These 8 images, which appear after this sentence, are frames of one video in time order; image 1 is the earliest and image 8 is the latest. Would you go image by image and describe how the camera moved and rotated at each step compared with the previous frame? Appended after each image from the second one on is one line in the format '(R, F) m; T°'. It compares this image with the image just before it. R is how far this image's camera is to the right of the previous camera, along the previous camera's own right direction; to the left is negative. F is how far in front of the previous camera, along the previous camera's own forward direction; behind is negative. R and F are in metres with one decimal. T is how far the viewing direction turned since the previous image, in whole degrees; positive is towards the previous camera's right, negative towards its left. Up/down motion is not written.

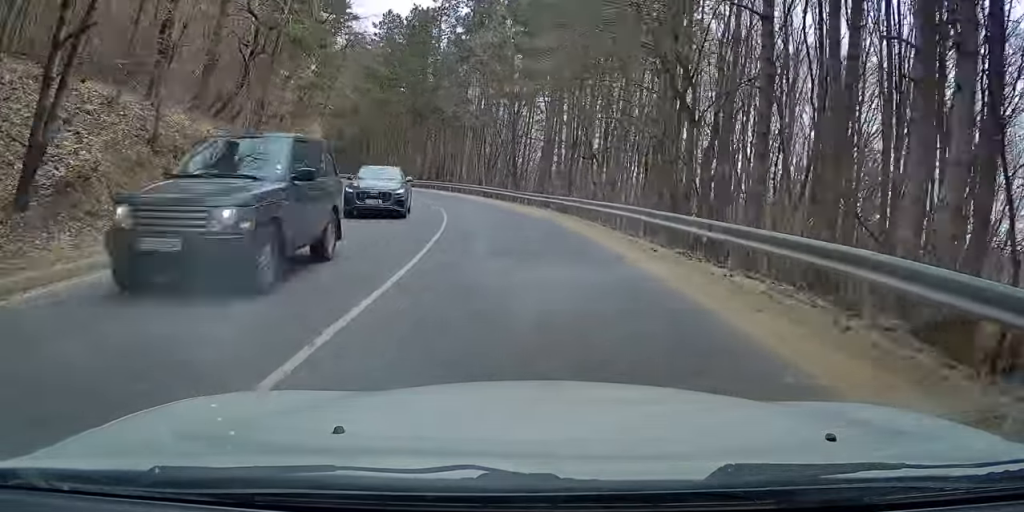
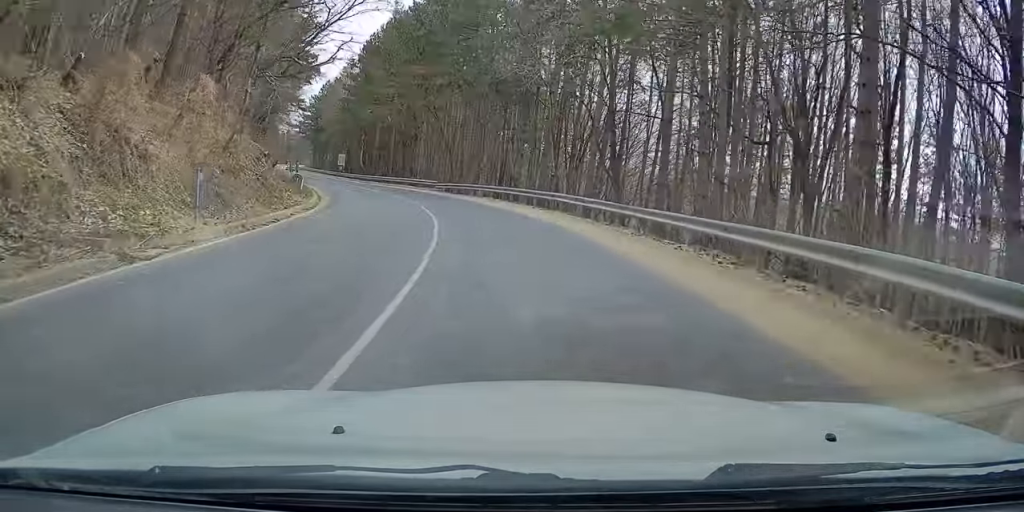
(-1.9, +18.8) m; -10°
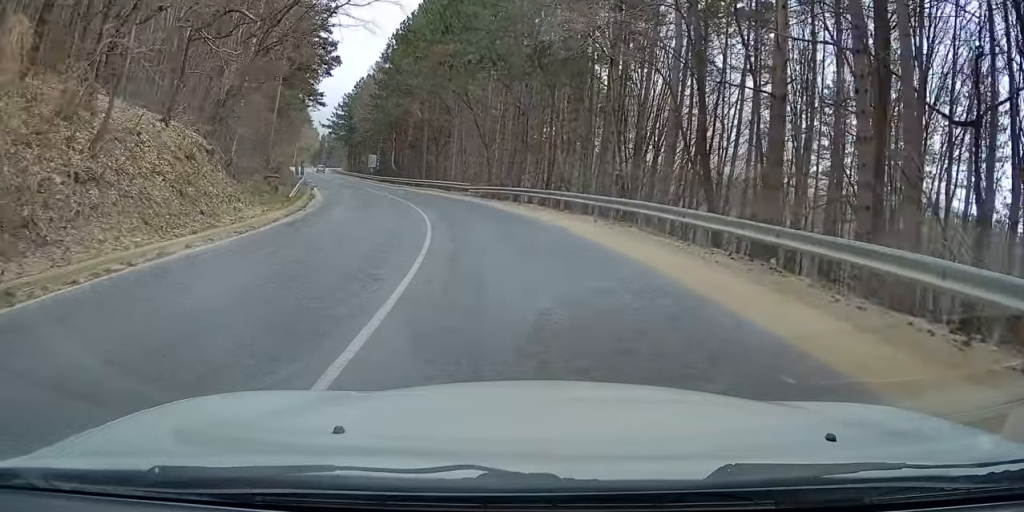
(-0.1, +8.6) m; -4°
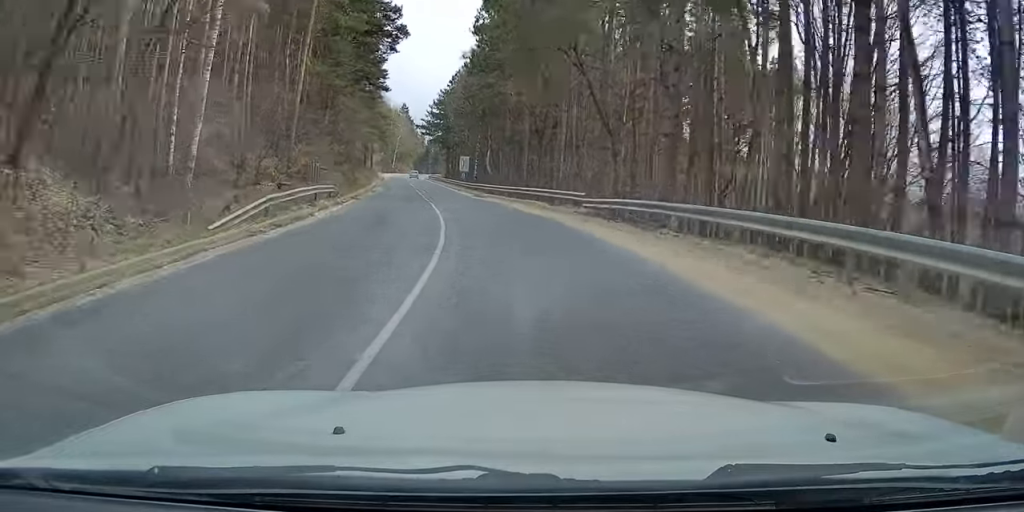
(-1.0, +15.6) m; -7°
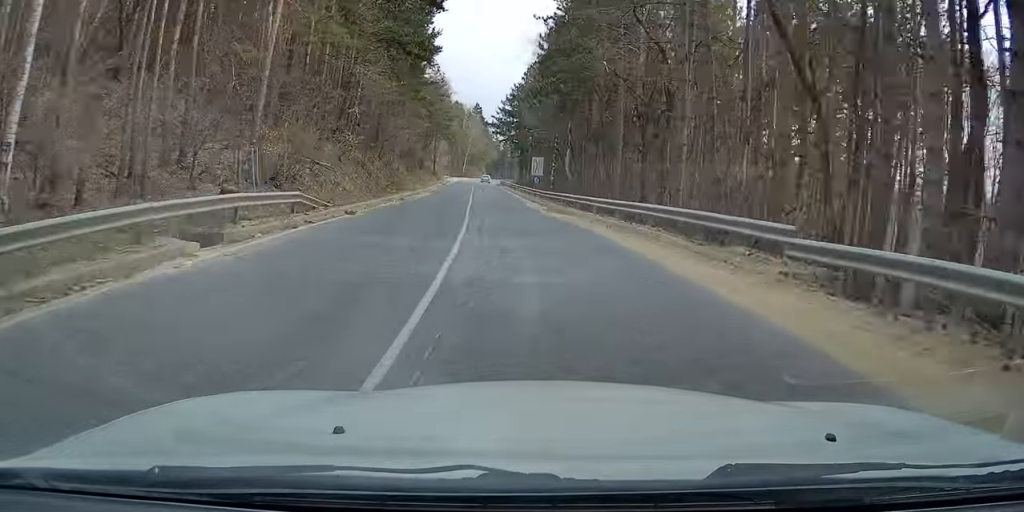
(-0.6, +13.1) m; -4°
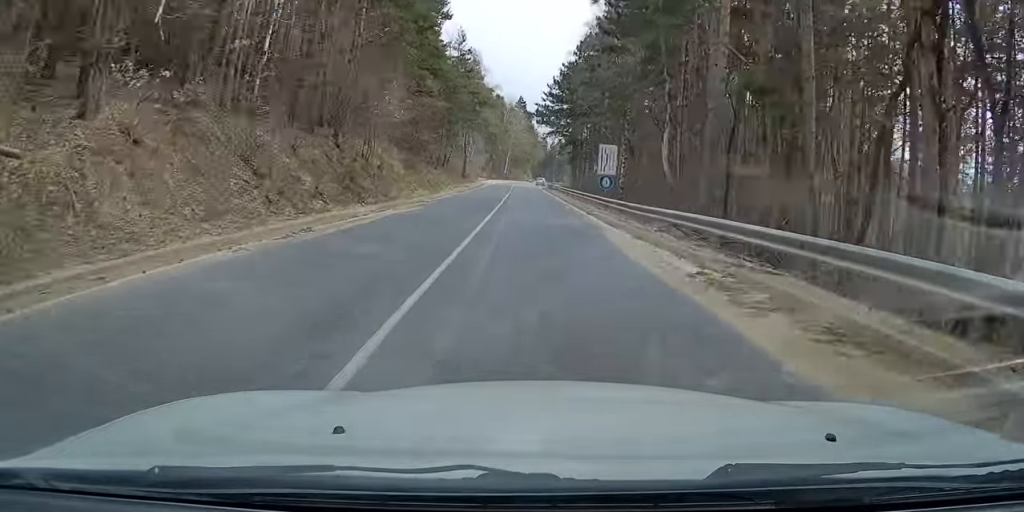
(-0.8, +20.2) m; -4°
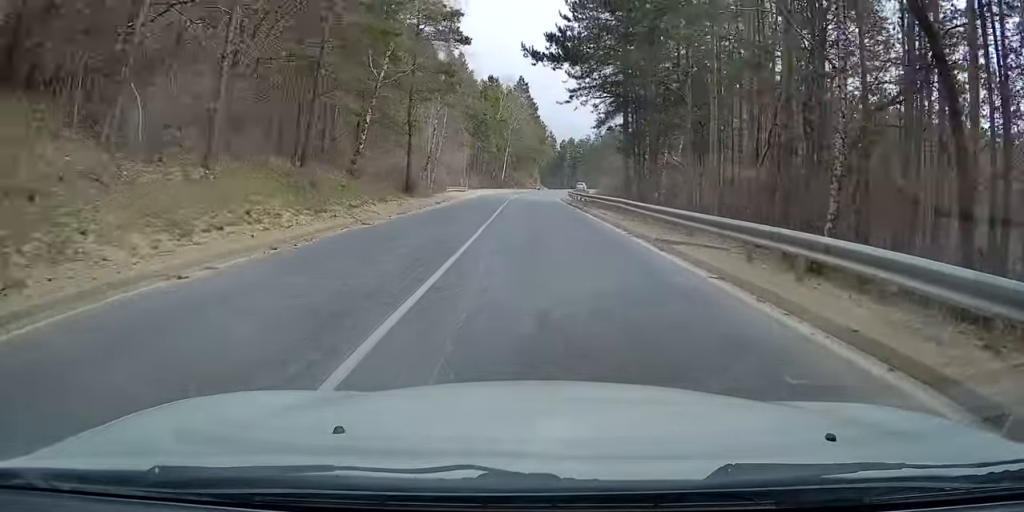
(-2.6, +39.1) m; -8°
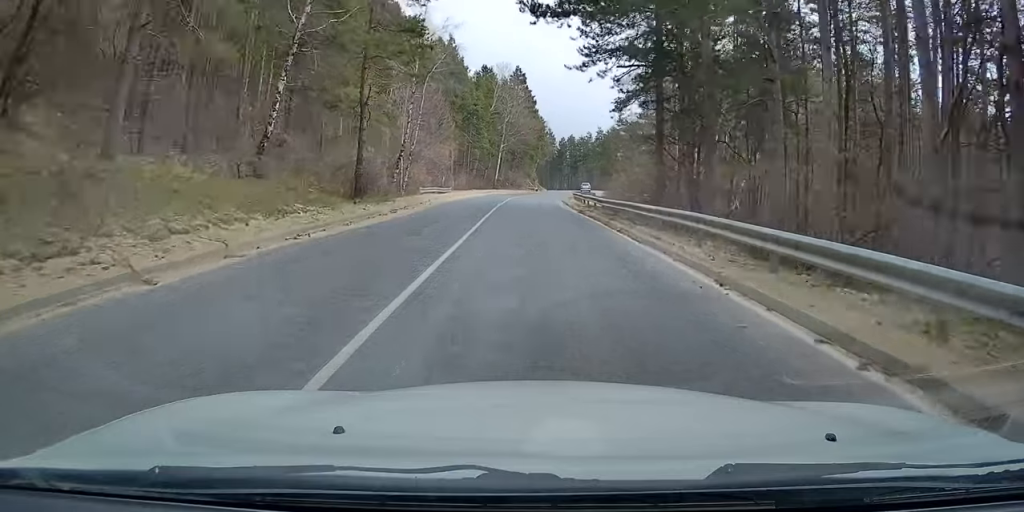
(-0.2, +11.1) m; -1°
